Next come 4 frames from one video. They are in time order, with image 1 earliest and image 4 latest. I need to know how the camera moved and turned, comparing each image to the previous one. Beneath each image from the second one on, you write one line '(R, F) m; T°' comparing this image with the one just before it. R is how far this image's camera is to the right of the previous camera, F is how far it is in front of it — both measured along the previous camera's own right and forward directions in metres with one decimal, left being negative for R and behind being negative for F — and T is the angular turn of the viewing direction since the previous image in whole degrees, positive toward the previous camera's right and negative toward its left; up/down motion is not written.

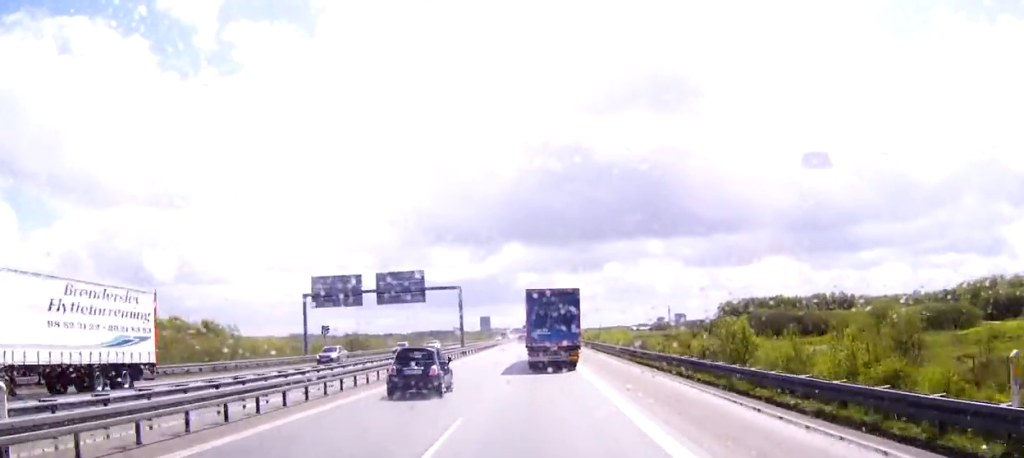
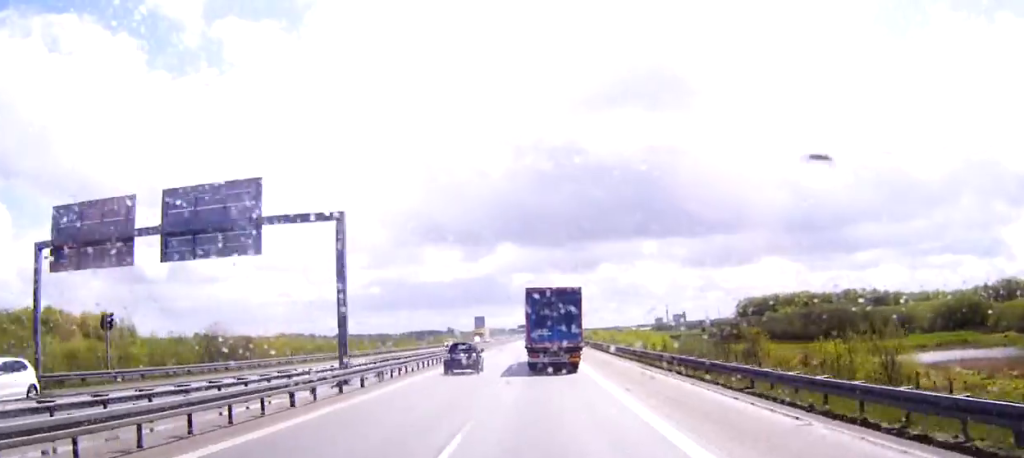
(0.0, +47.1) m; 0°
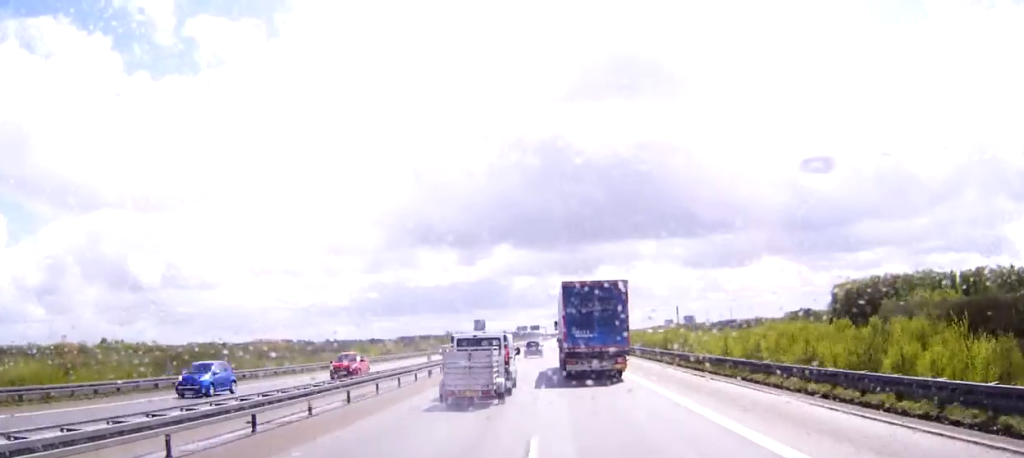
(-0.1, +121.6) m; 0°
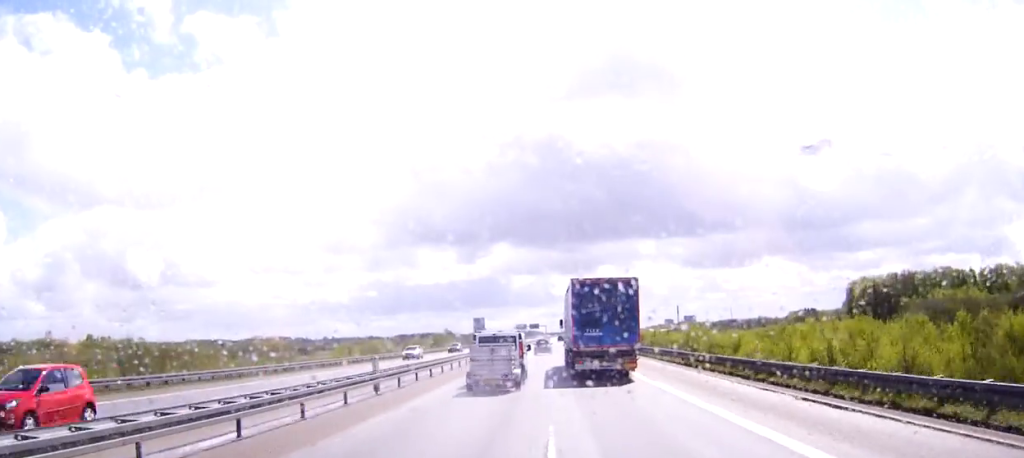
(0.0, +13.6) m; 0°
